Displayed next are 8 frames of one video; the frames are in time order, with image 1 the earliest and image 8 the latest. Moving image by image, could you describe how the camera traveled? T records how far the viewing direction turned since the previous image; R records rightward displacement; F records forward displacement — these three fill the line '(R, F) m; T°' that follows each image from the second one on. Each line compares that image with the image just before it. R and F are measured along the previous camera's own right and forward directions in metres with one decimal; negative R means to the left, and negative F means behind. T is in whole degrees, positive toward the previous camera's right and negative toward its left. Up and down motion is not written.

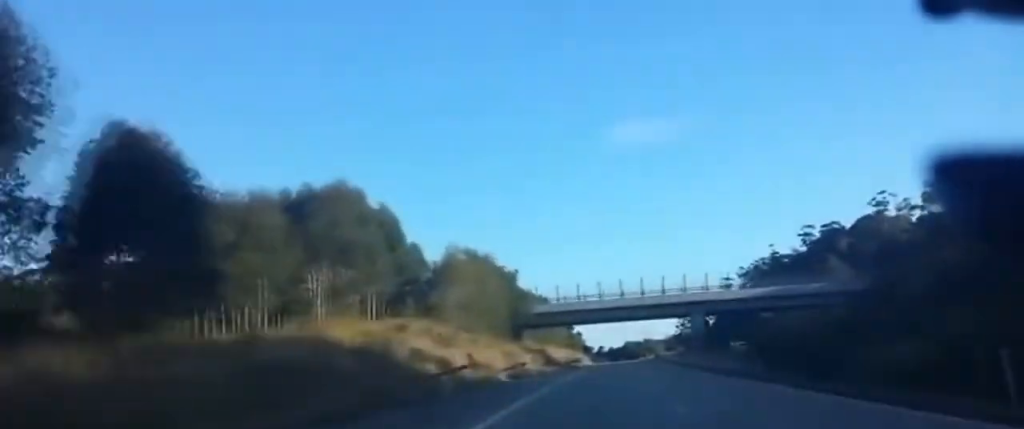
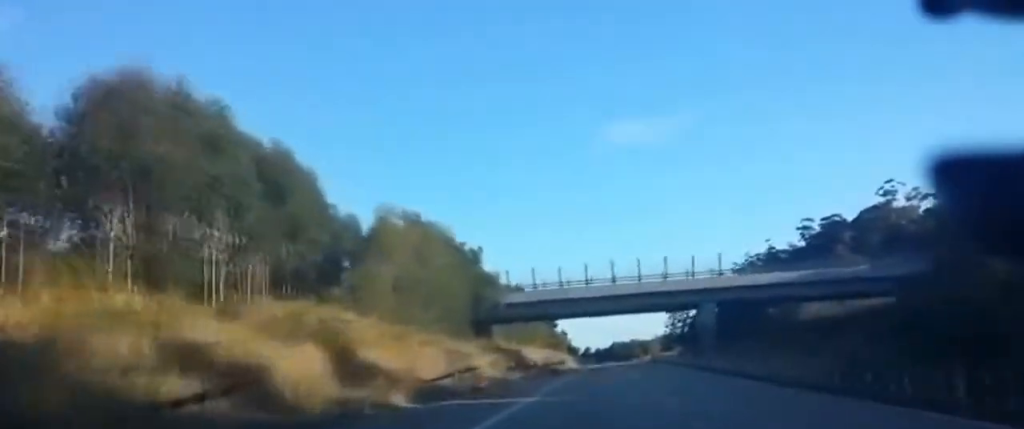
(+0.2, +26.4) m; +1°
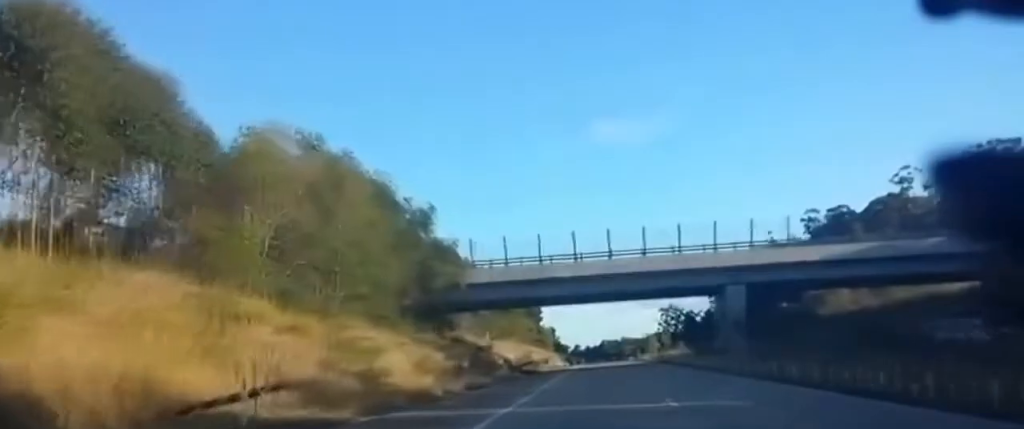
(+0.1, +24.4) m; 0°
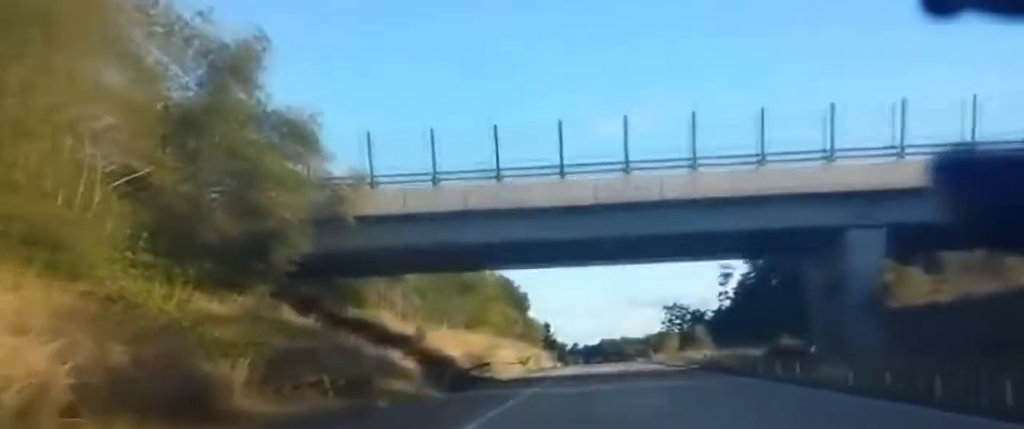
(+0.1, +36.7) m; 0°
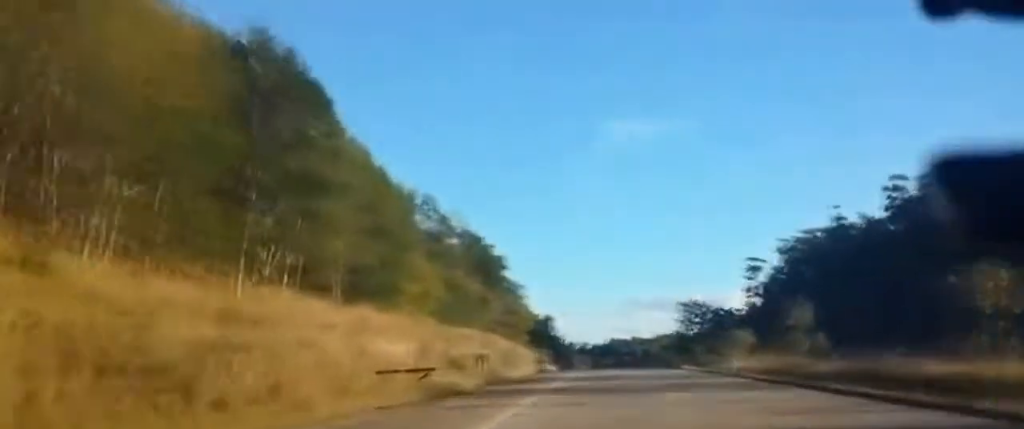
(0.0, +51.0) m; 0°
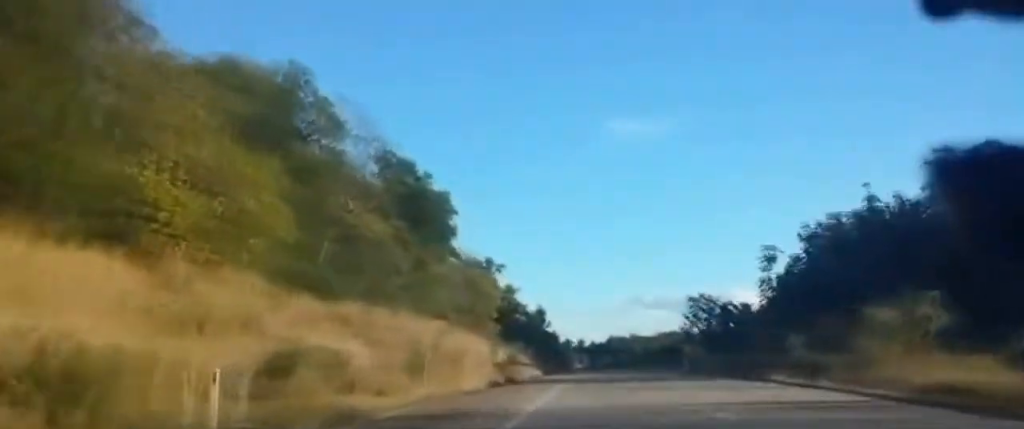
(-0.1, +35.7) m; 0°
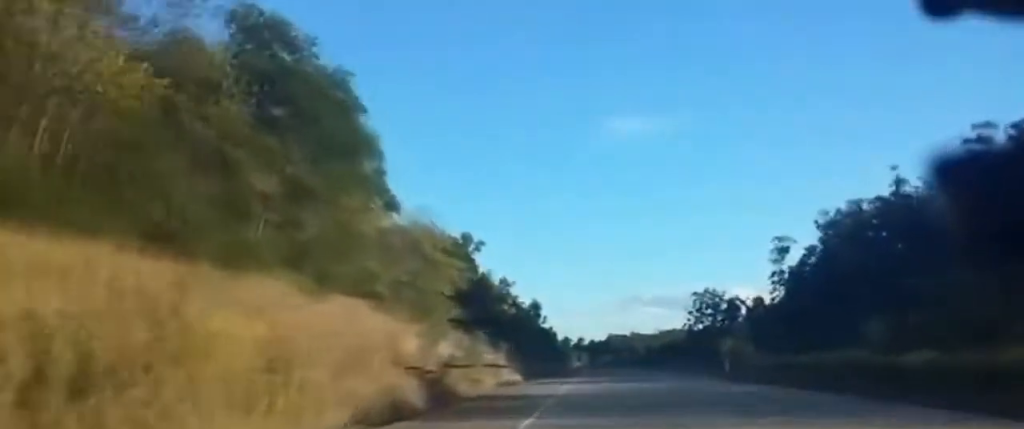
(0.0, +24.4) m; 0°
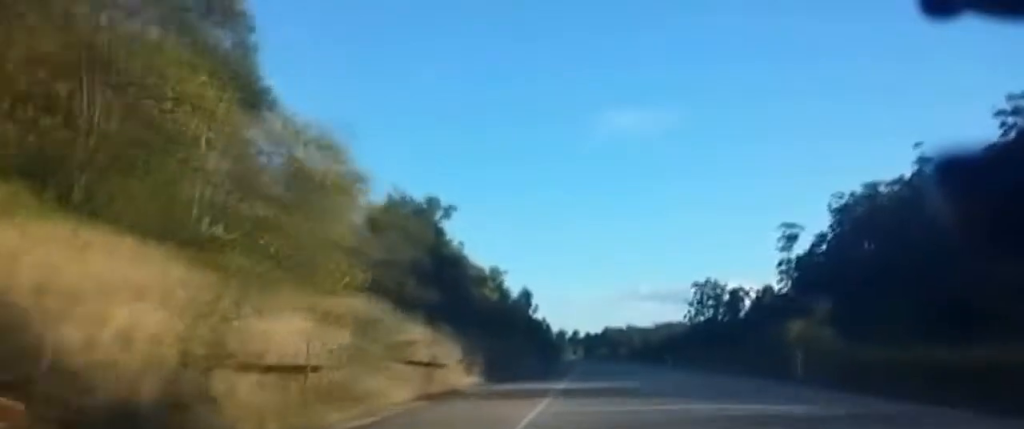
(-0.1, +20.4) m; 0°
